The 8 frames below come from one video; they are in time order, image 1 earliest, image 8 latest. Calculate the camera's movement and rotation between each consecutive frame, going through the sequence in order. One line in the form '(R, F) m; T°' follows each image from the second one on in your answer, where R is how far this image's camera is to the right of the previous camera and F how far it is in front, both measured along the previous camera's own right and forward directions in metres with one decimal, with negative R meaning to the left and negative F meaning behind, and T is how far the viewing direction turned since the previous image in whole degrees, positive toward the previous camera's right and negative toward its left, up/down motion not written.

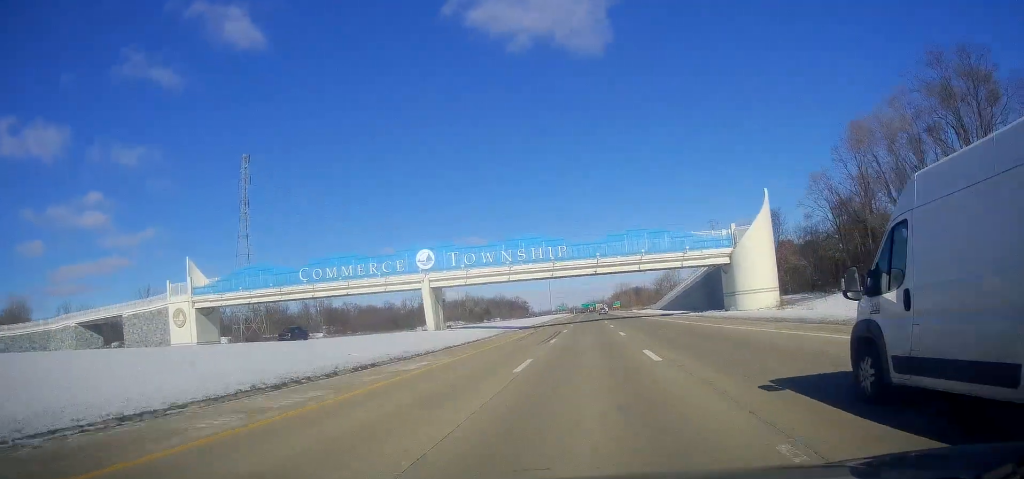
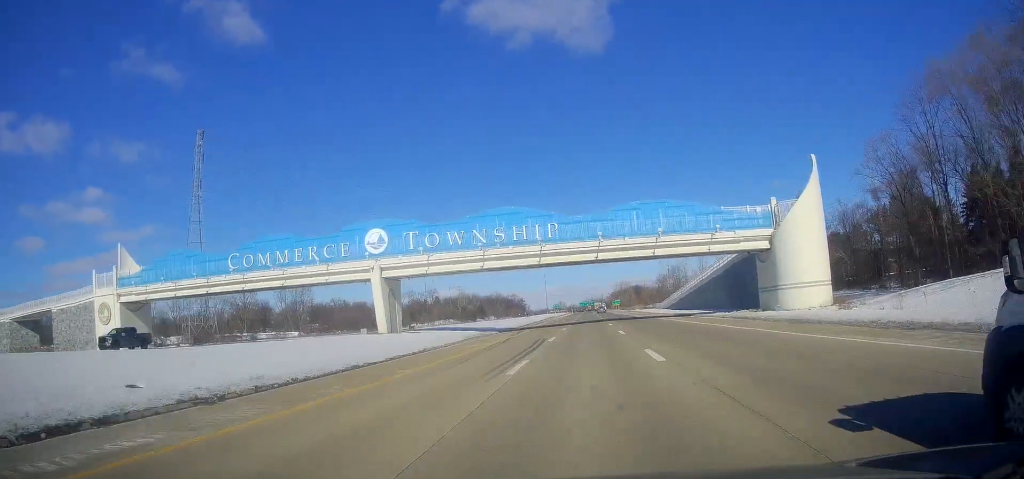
(+0.1, +15.4) m; 0°
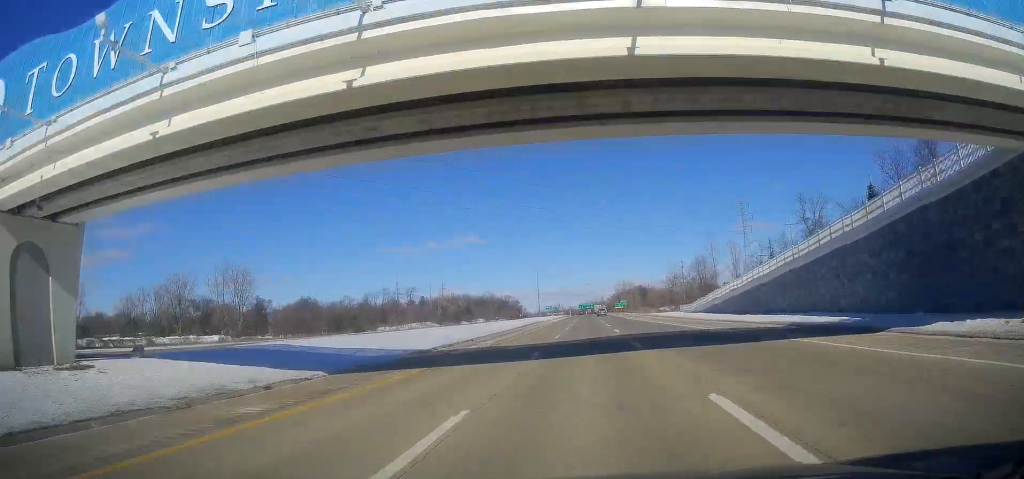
(-0.3, +39.7) m; 0°
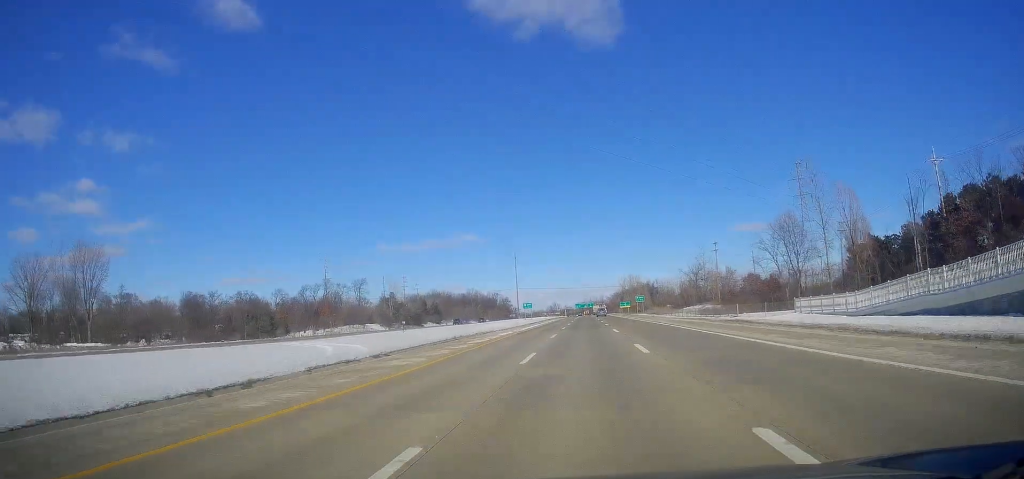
(+0.5, +63.6) m; +1°
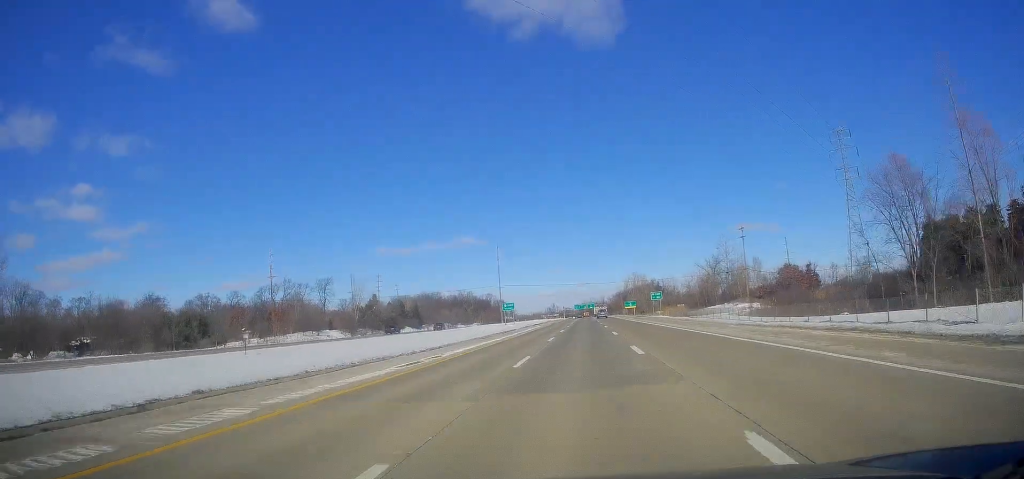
(+0.2, +31.0) m; 0°
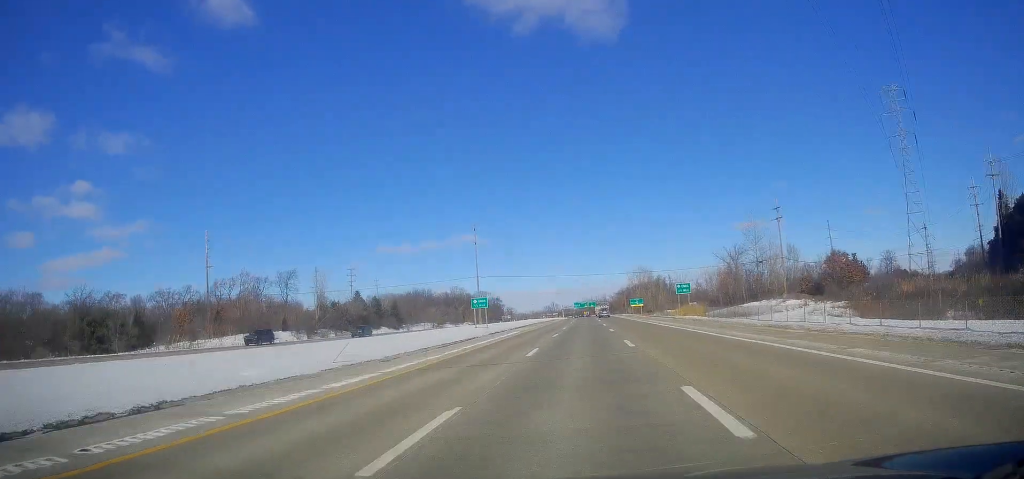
(-0.3, +26.7) m; +1°
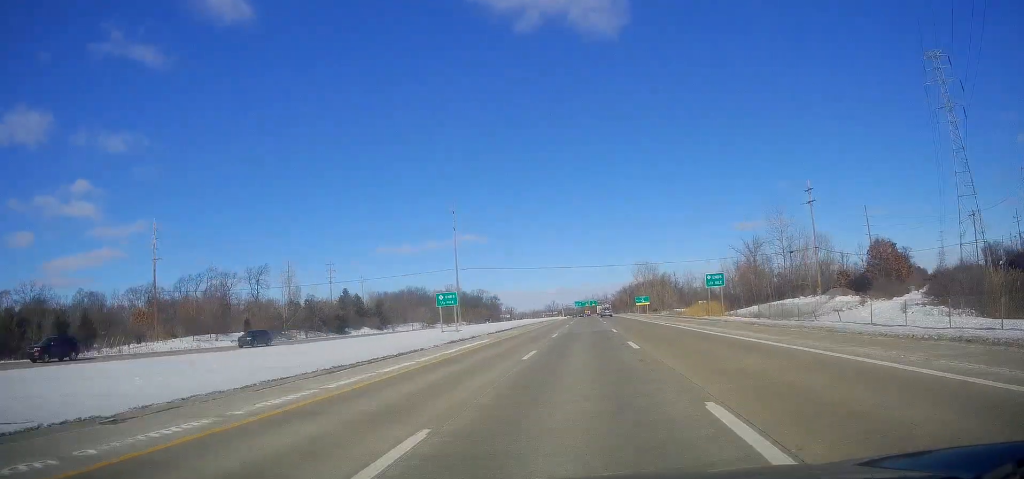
(+0.4, +17.2) m; 0°
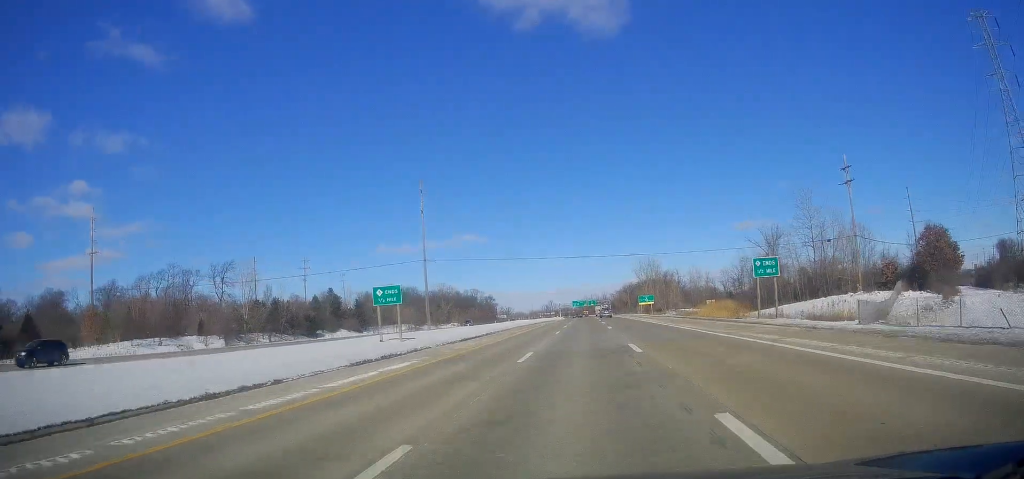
(+0.3, +16.1) m; 0°
